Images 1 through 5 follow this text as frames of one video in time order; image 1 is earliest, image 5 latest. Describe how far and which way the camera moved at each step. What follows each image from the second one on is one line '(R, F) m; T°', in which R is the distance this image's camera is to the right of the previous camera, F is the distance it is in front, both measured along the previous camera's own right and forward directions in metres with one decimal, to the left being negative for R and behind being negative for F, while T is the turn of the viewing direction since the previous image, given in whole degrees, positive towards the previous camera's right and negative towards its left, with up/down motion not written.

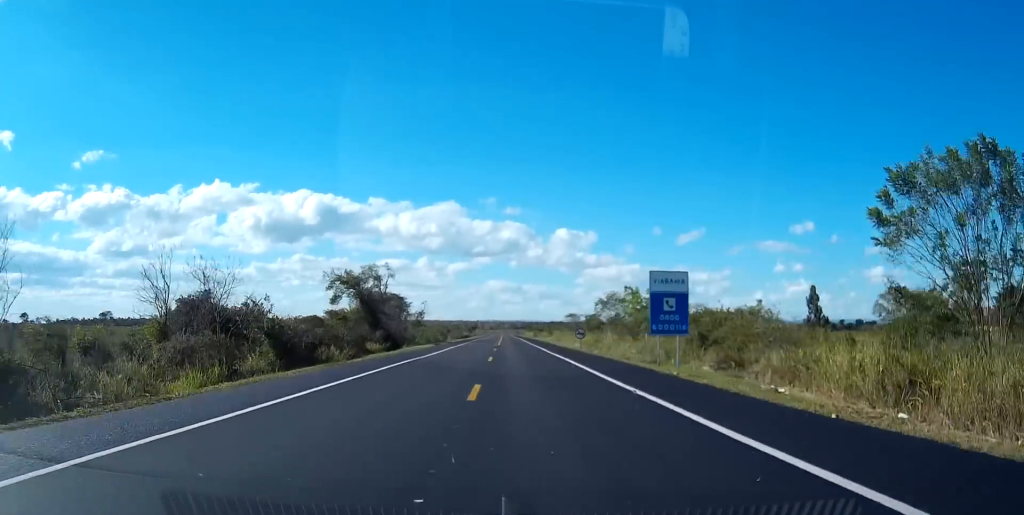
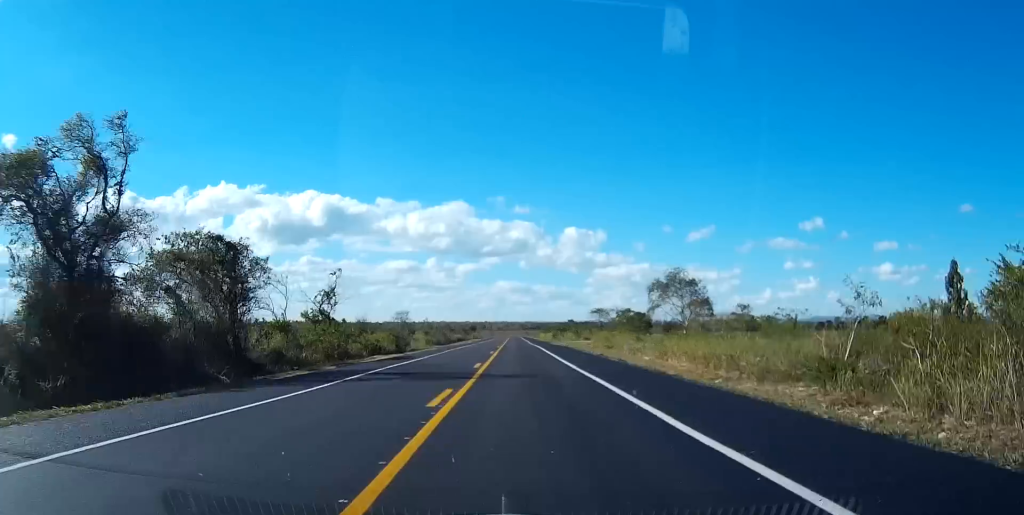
(0.0, +68.1) m; 0°
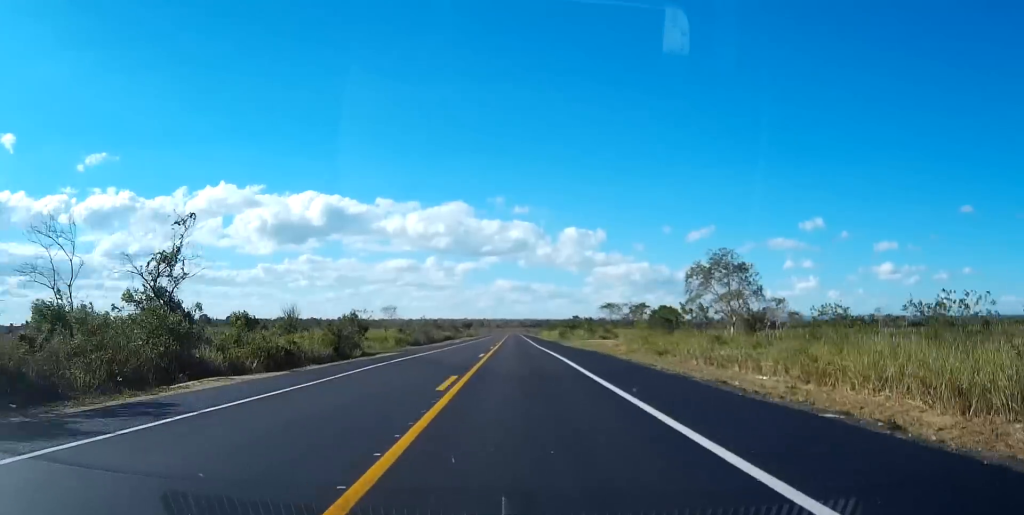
(-0.1, +28.9) m; 0°
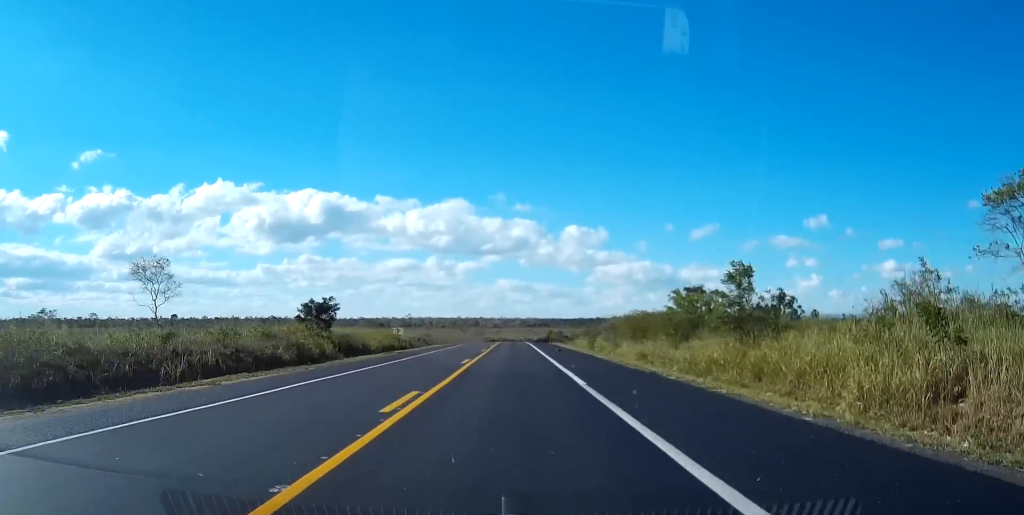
(-0.6, +180.3) m; 0°
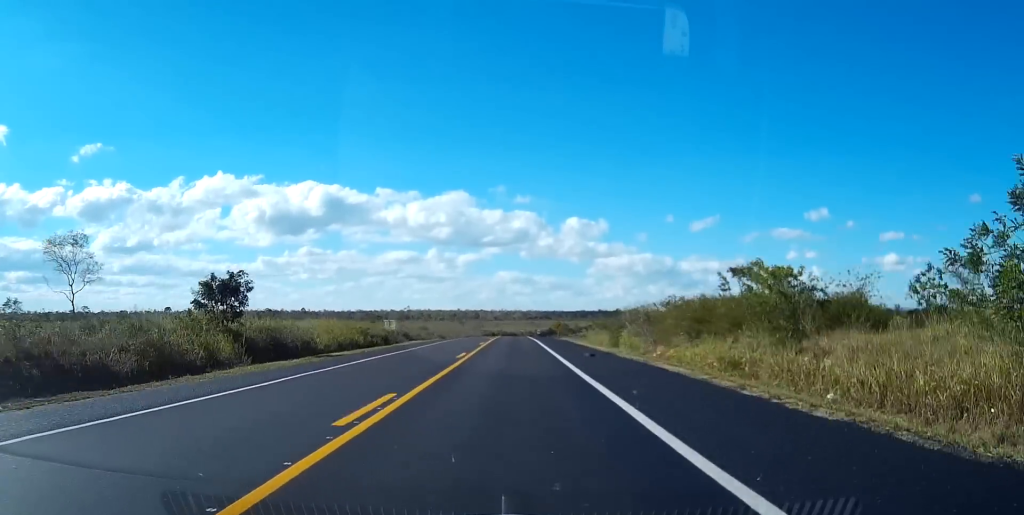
(+0.1, +19.9) m; 0°
